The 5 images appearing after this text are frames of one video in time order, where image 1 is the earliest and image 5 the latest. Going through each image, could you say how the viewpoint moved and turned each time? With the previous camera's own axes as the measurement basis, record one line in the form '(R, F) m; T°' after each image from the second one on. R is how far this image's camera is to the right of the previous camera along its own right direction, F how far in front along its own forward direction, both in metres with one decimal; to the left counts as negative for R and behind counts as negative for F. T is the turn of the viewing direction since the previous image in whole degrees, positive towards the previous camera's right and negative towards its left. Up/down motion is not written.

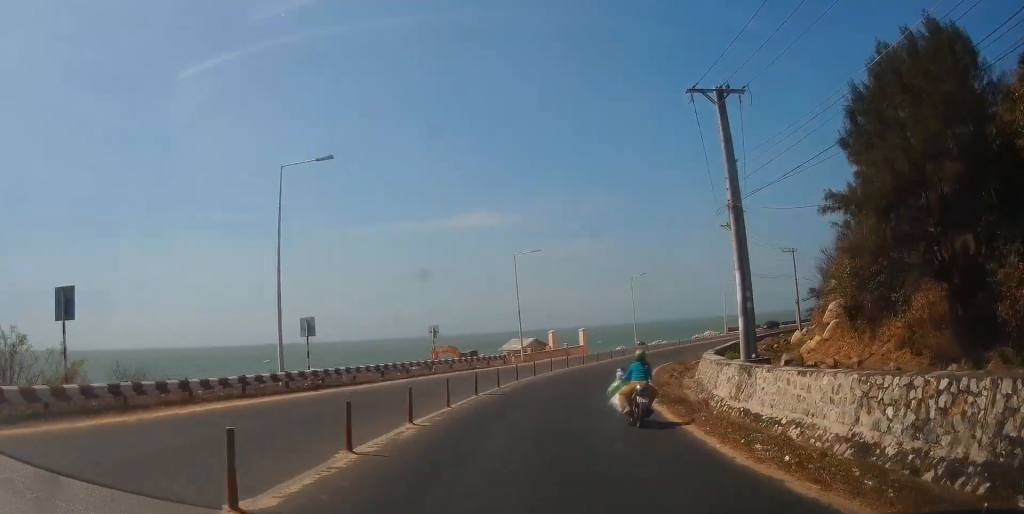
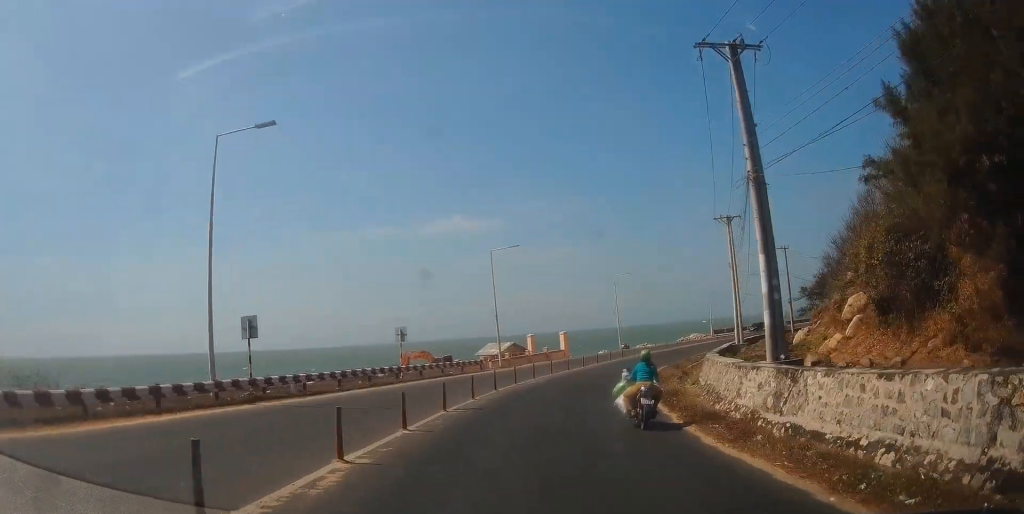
(+0.2, +4.2) m; +3°
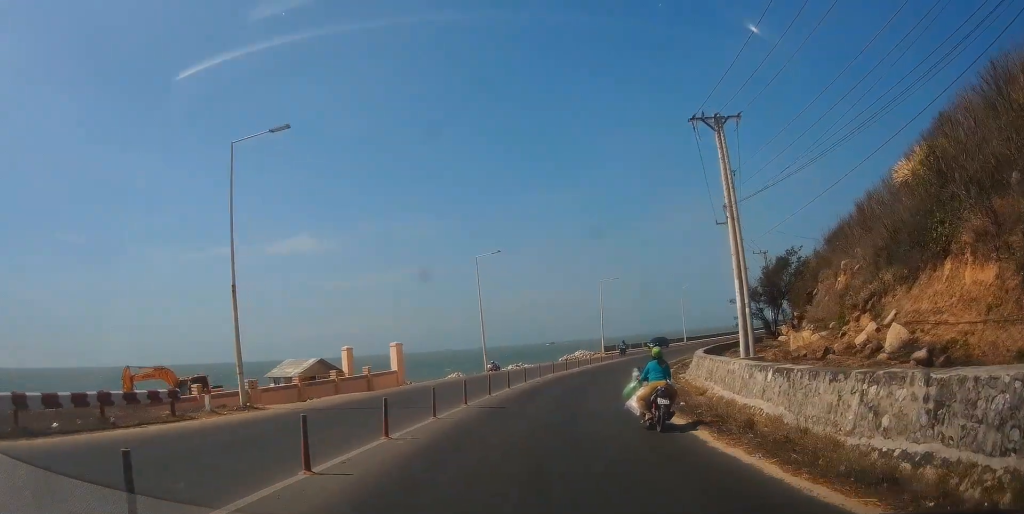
(+1.8, +28.1) m; +9°
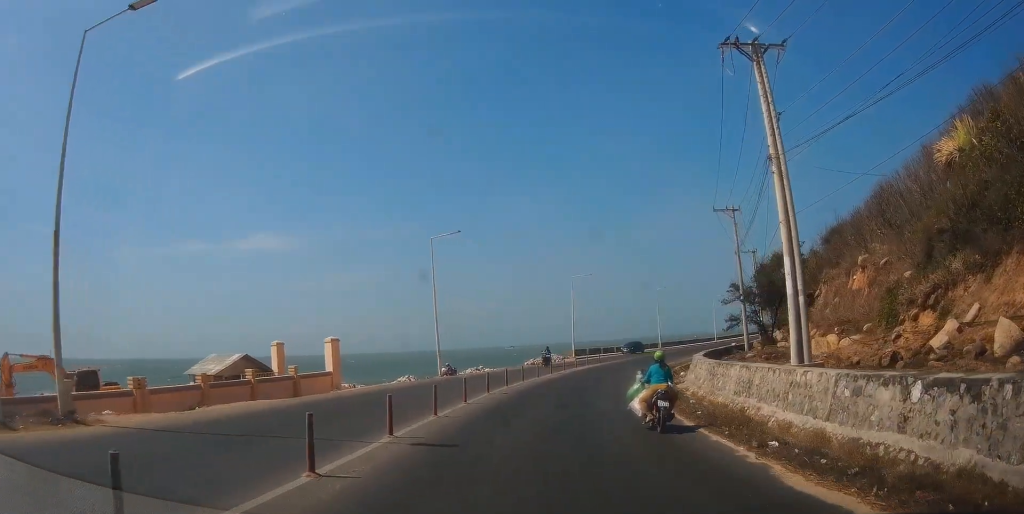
(+0.6, +8.6) m; +8°
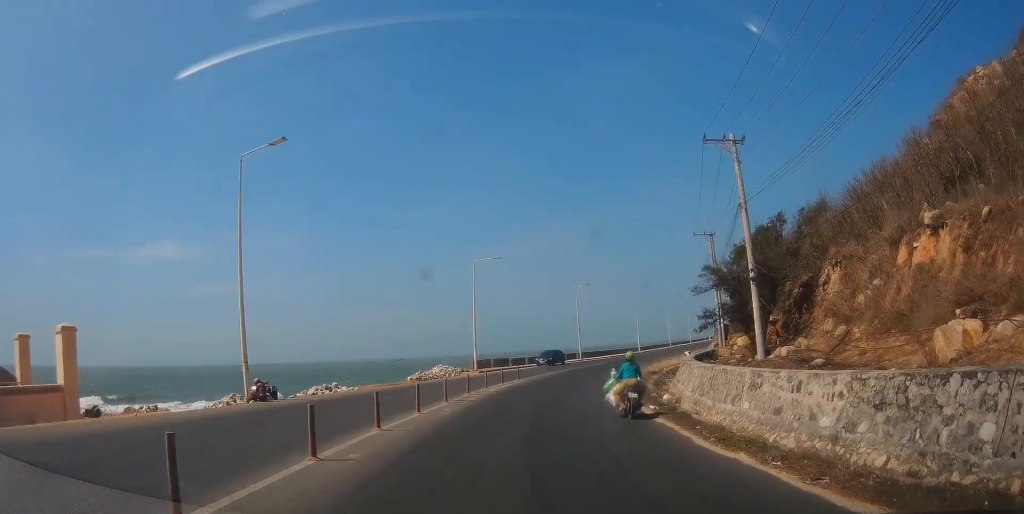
(+1.5, +19.5) m; +9°
